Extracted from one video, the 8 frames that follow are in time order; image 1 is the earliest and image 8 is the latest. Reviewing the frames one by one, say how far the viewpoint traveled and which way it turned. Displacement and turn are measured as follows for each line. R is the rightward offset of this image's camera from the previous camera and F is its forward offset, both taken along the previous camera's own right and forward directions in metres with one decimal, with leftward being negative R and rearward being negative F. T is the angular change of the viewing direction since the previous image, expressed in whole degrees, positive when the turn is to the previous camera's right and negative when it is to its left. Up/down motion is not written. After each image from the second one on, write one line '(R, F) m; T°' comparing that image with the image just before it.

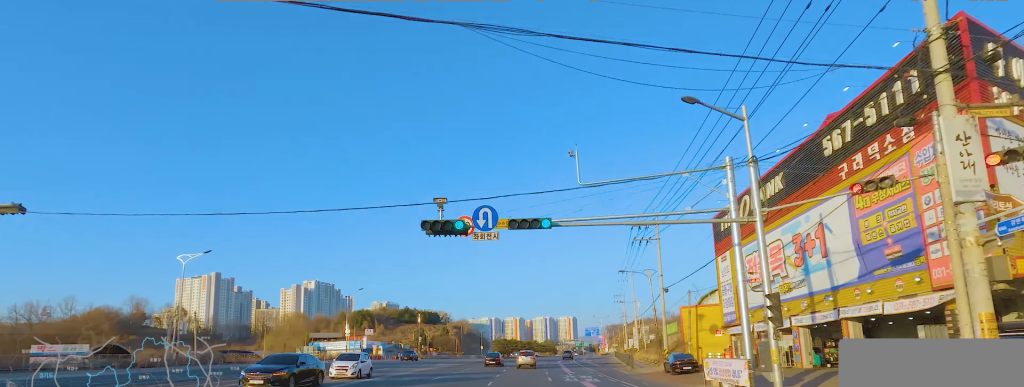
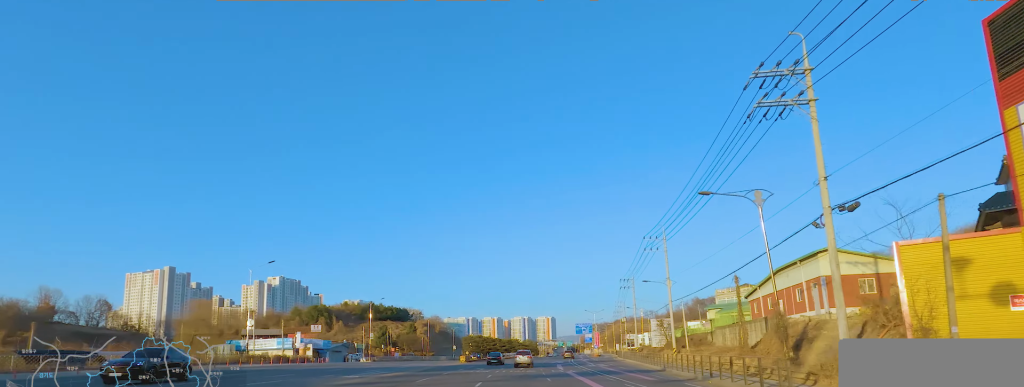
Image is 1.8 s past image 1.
(-2.7, +27.5) m; 0°
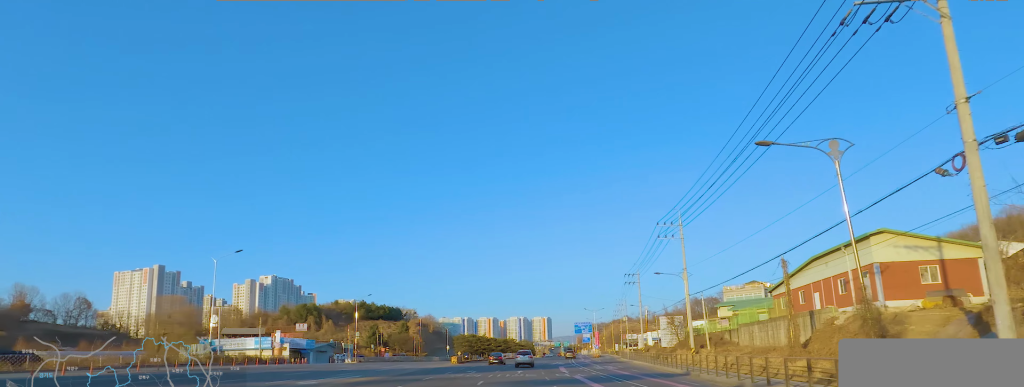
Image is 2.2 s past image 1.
(+0.3, +6.7) m; +1°
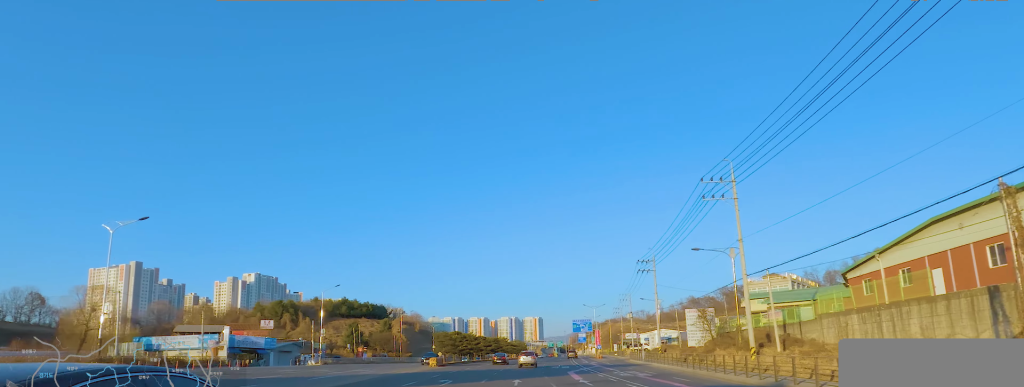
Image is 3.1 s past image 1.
(+0.9, +13.3) m; 0°
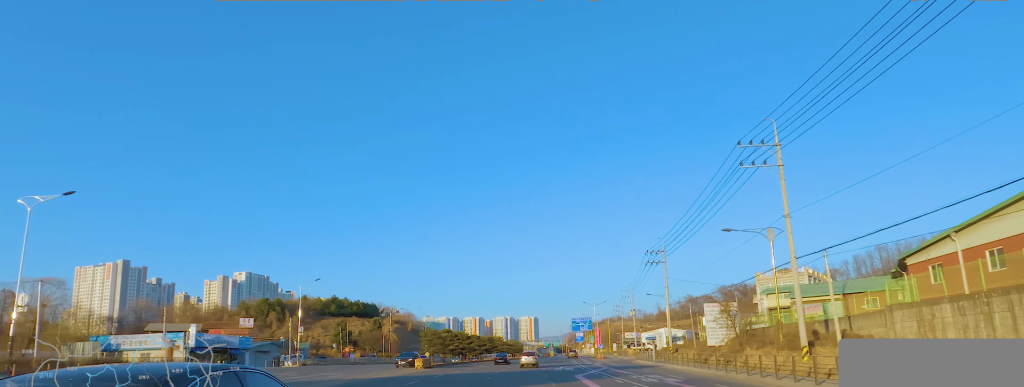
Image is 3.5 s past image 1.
(-0.7, +6.7) m; 0°
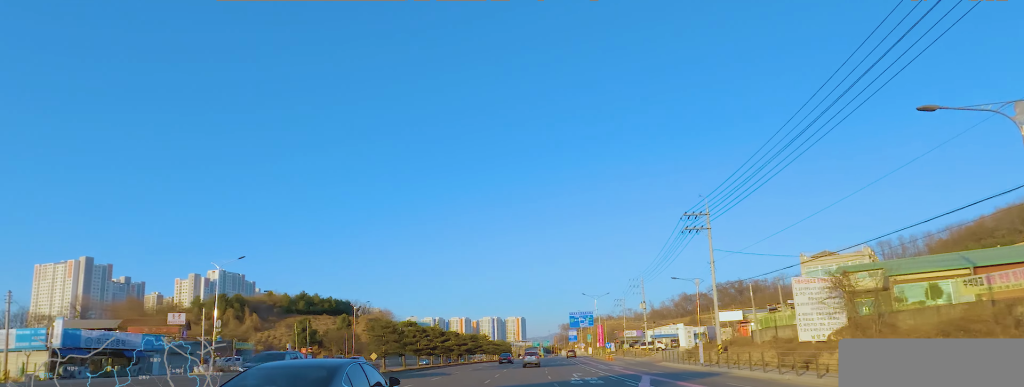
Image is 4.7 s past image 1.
(+0.6, +18.0) m; +3°
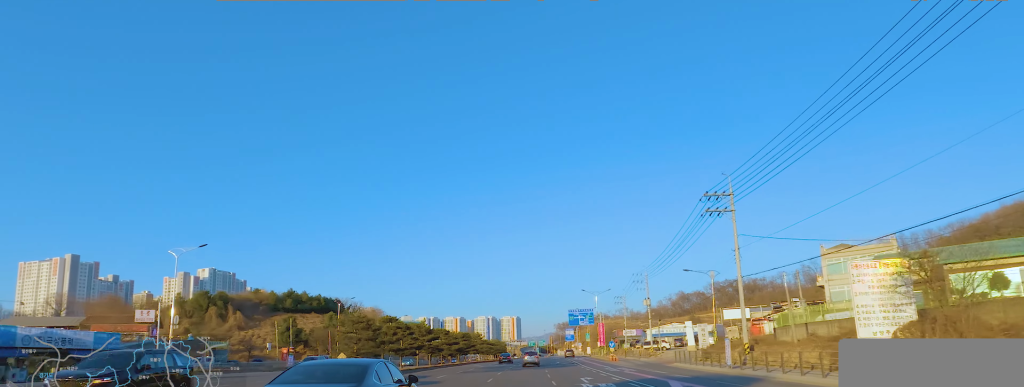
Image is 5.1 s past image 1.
(+0.2, +6.2) m; +1°
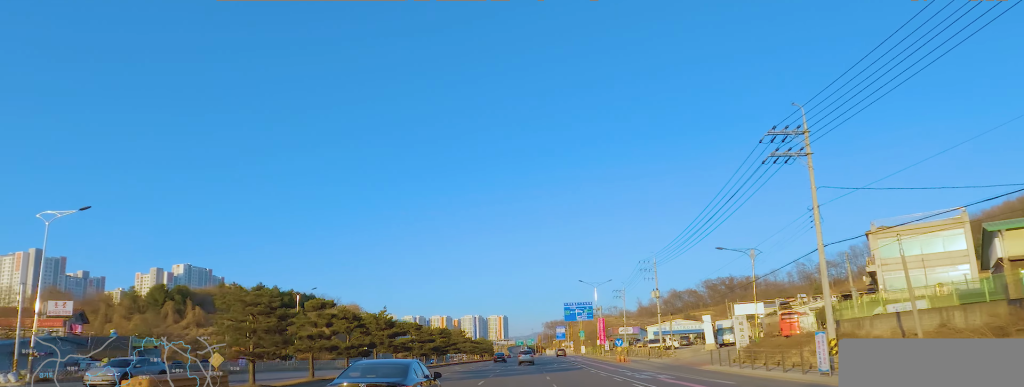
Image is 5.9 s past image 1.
(-0.5, +12.5) m; 0°
